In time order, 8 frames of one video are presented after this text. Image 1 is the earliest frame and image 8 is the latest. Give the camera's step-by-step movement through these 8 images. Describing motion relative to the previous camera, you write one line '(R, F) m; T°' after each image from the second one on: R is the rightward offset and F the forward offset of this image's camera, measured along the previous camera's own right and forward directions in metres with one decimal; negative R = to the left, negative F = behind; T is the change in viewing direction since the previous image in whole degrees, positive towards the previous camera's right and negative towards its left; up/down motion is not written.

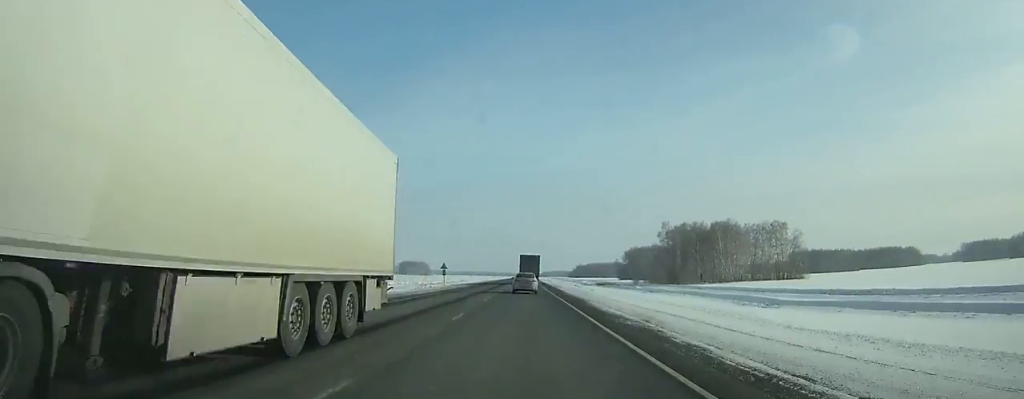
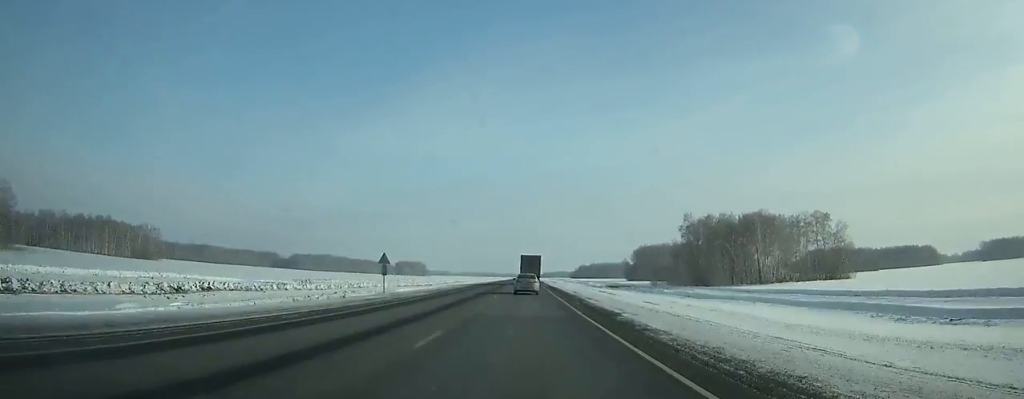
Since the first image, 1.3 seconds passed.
(0.0, +29.2) m; 0°
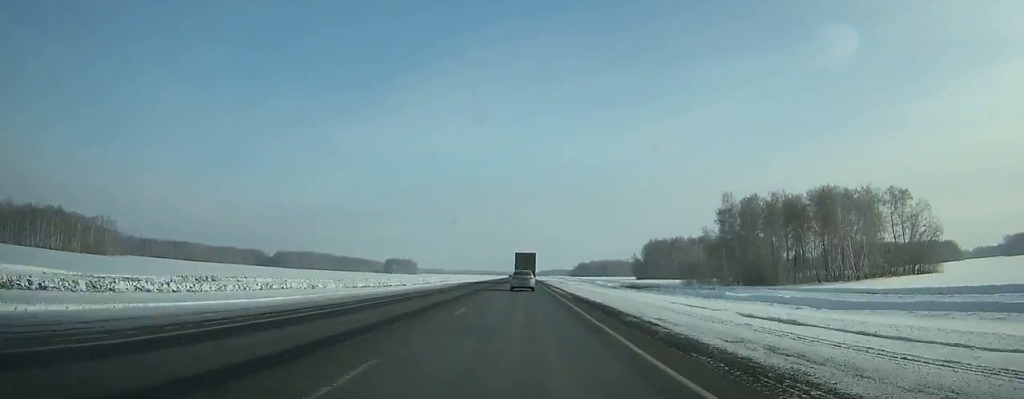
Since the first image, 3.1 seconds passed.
(0.0, +39.7) m; 0°
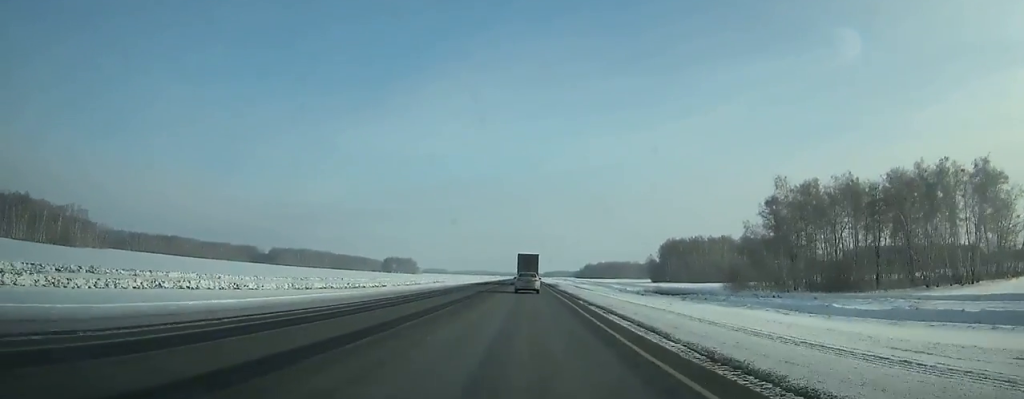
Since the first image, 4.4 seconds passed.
(-0.1, +28.5) m; 0°
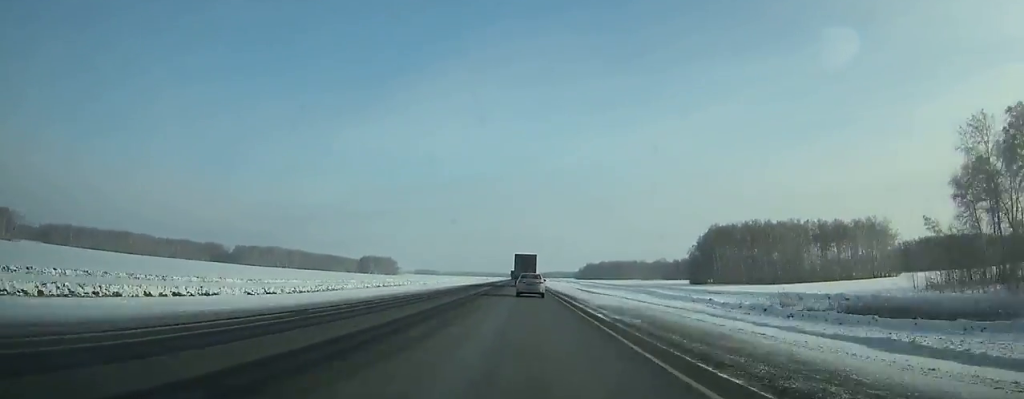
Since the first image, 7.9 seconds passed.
(+0.3, +72.8) m; 0°
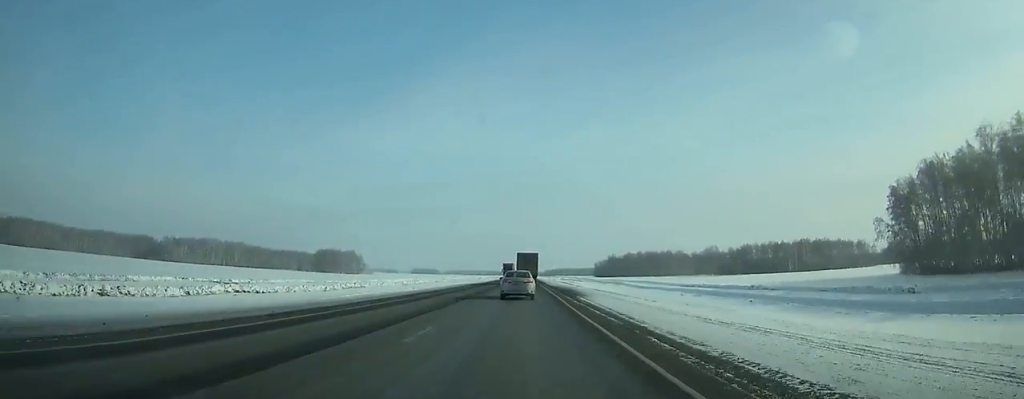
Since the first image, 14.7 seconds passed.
(-1.0, +134.8) m; -1°
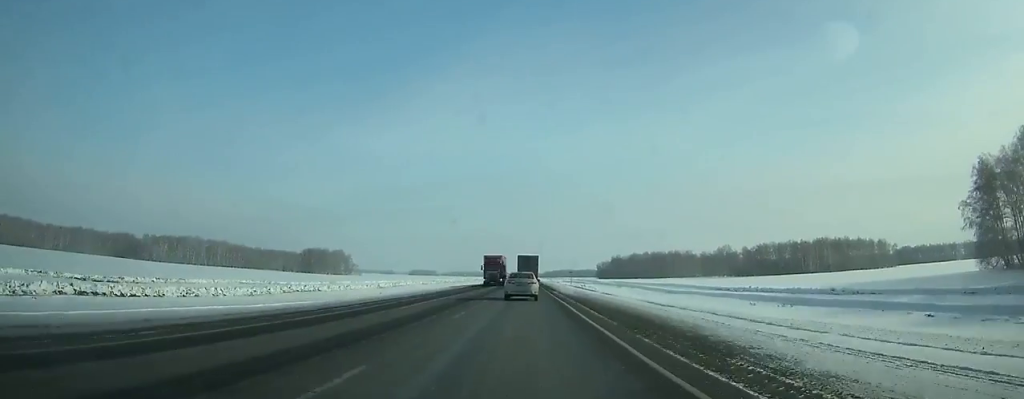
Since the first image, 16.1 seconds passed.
(-0.1, +28.9) m; 0°
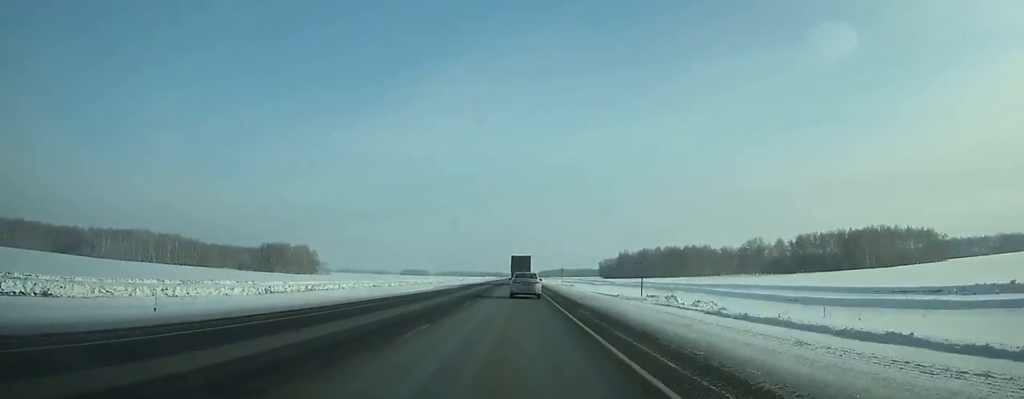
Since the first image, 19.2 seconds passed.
(+0.2, +66.1) m; 0°
